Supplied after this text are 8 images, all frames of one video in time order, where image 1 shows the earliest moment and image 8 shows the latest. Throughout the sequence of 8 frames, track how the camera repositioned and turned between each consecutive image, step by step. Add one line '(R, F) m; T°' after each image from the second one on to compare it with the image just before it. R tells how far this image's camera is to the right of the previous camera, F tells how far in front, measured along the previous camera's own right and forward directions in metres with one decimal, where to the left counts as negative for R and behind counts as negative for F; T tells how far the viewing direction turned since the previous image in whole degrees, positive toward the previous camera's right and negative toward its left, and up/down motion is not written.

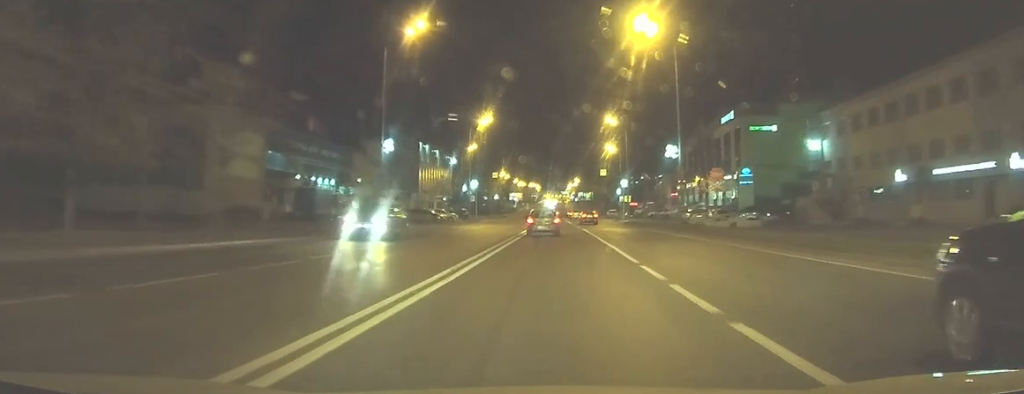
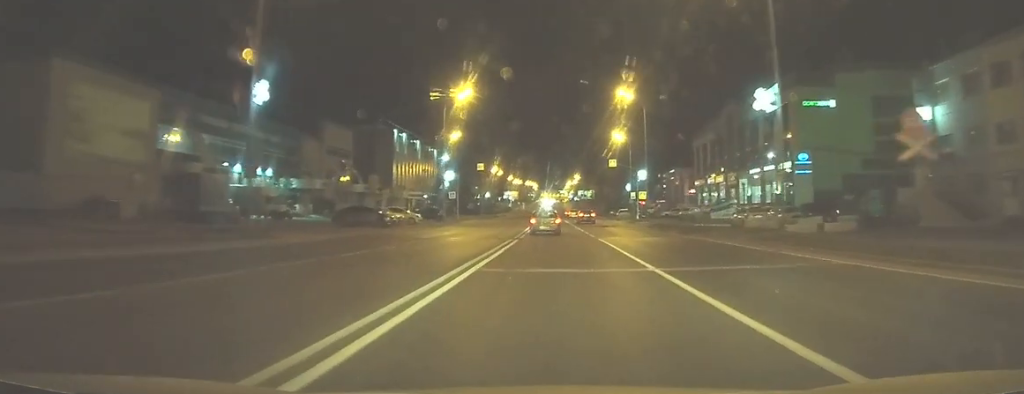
(0.0, +19.1) m; 0°
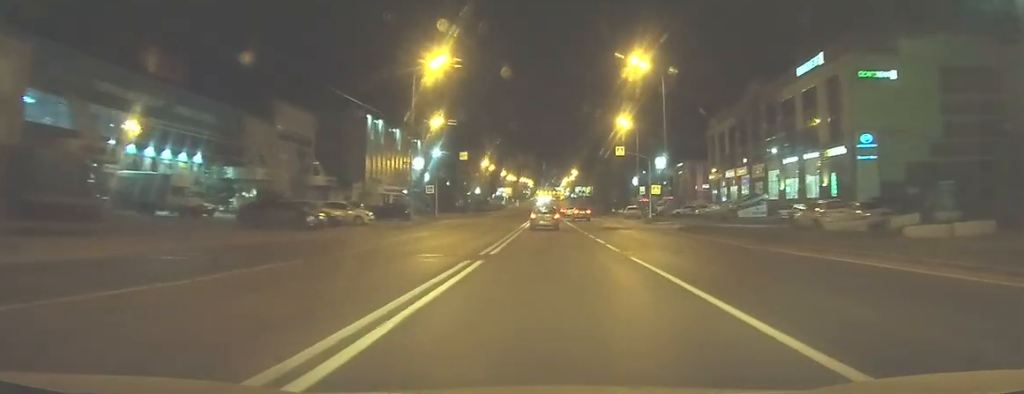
(0.0, +13.7) m; 0°
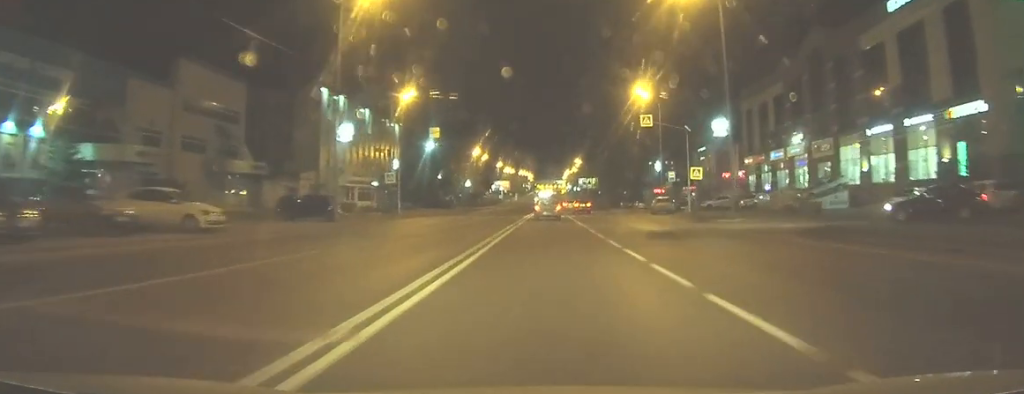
(-0.1, +19.4) m; 0°
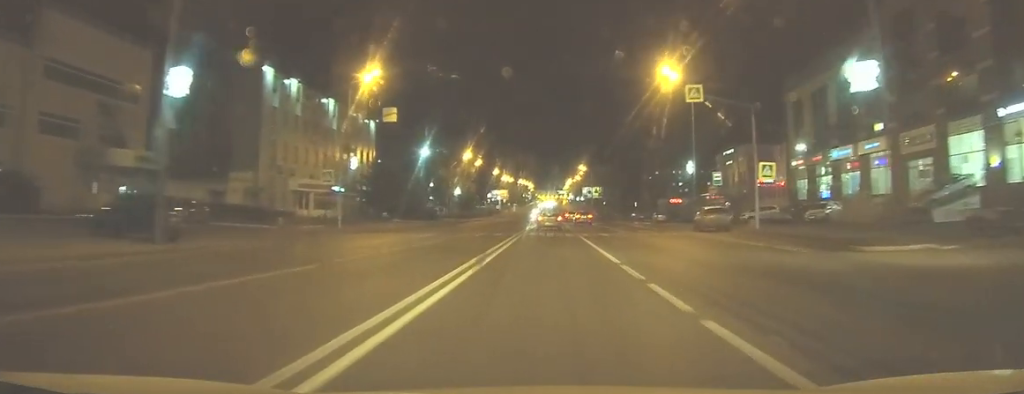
(0.0, +16.6) m; +1°
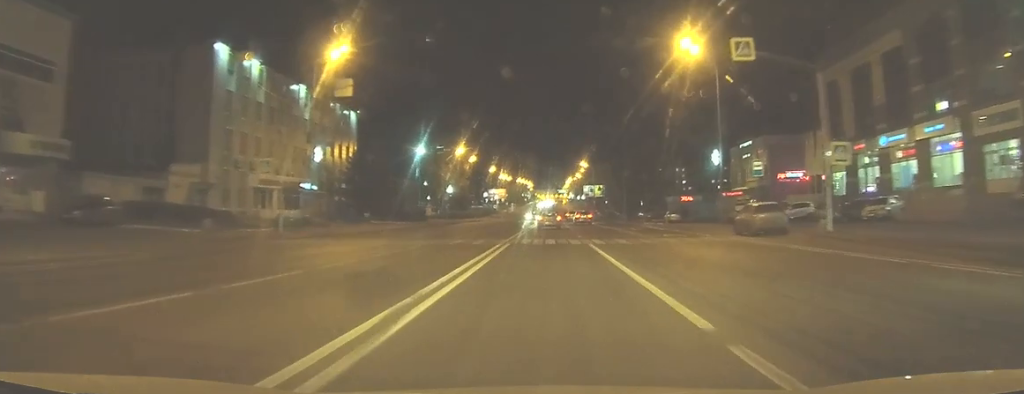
(0.0, +9.2) m; 0°
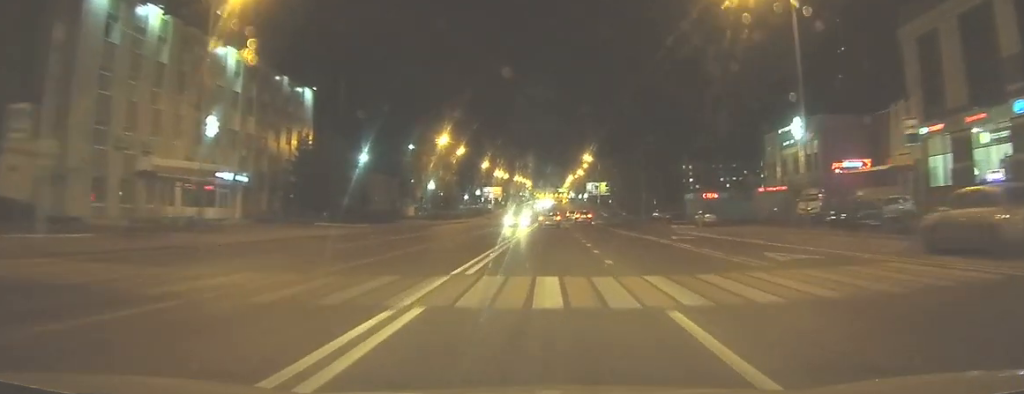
(+0.1, +16.5) m; 0°
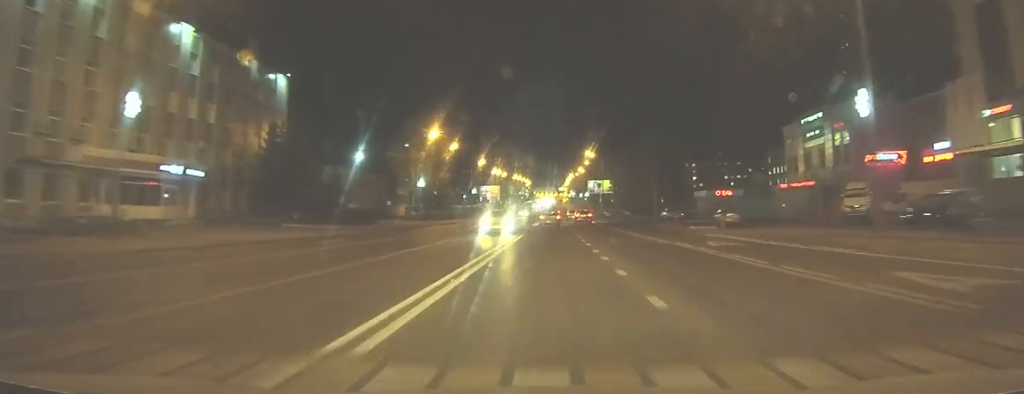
(0.0, +7.3) m; 0°
